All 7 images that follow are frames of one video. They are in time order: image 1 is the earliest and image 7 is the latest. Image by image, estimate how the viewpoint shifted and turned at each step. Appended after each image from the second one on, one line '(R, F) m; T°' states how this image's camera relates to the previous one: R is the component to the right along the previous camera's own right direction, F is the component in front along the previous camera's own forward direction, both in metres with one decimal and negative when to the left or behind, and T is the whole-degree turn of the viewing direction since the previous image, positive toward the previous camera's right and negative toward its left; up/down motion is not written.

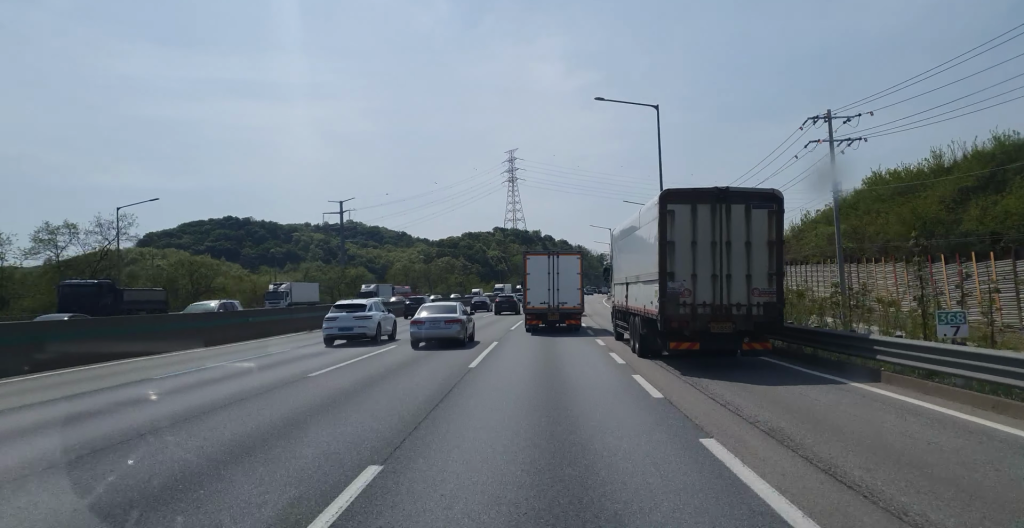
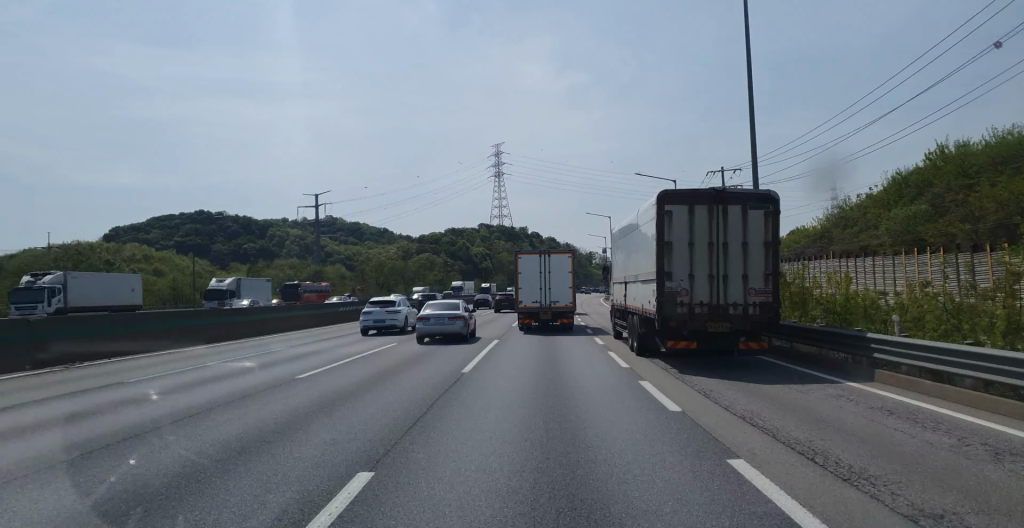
(+0.1, +20.1) m; +1°
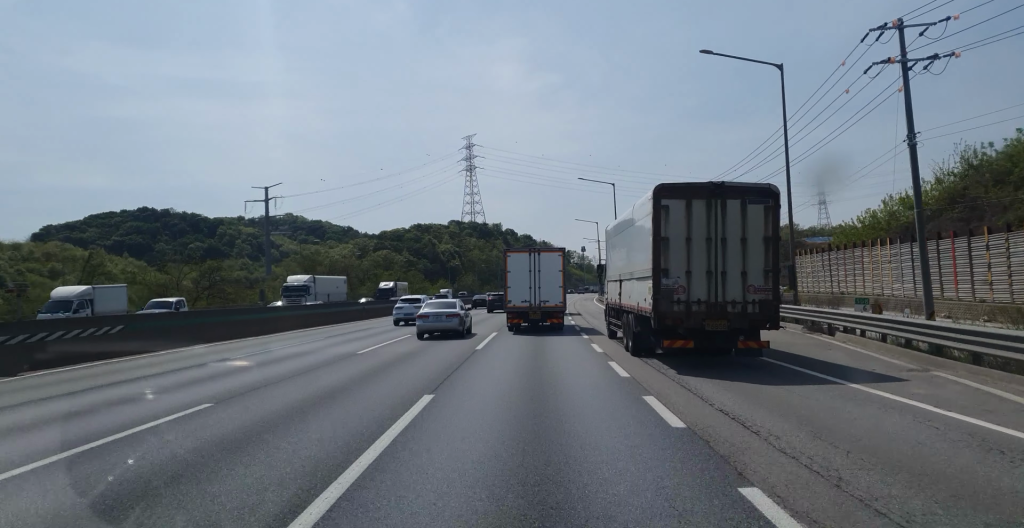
(+1.1, +34.5) m; +2°
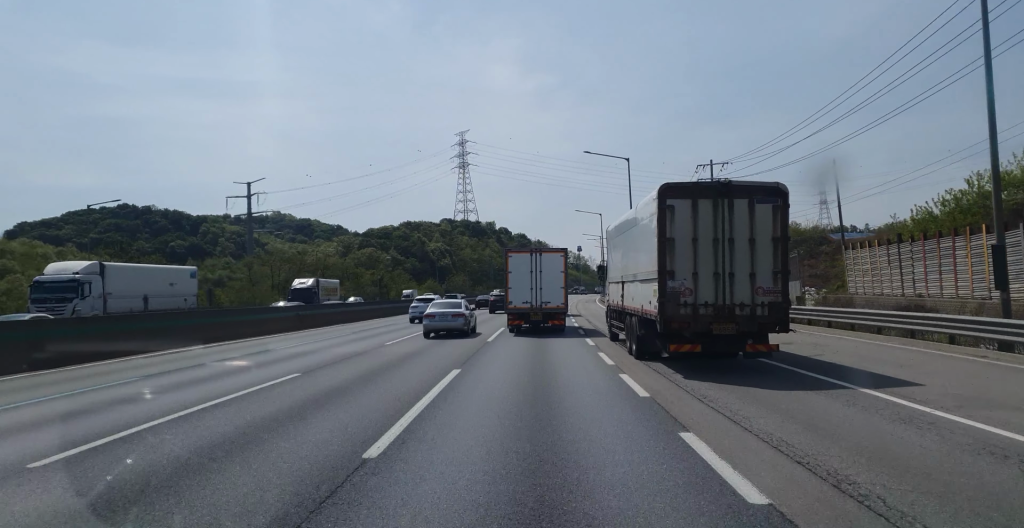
(+0.1, +15.0) m; 0°
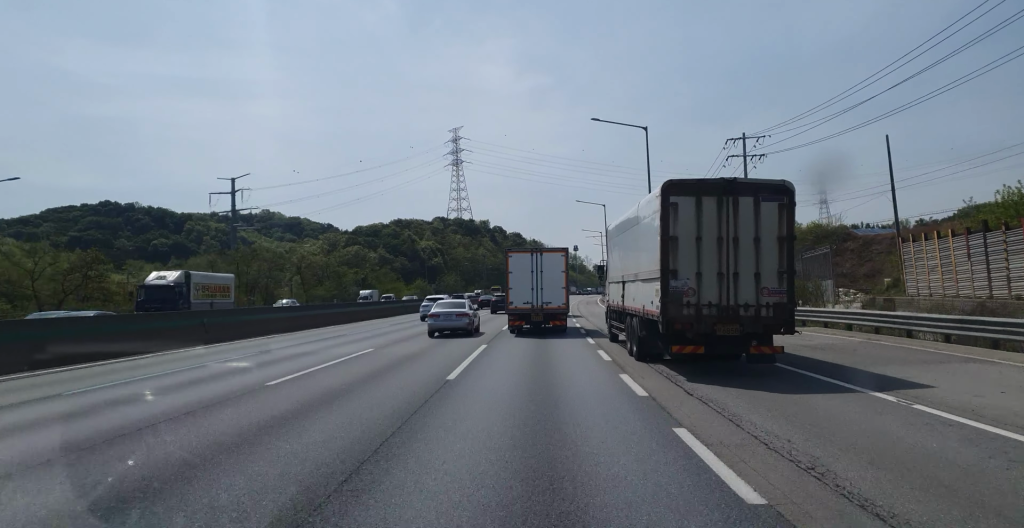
(-0.2, +11.9) m; 0°
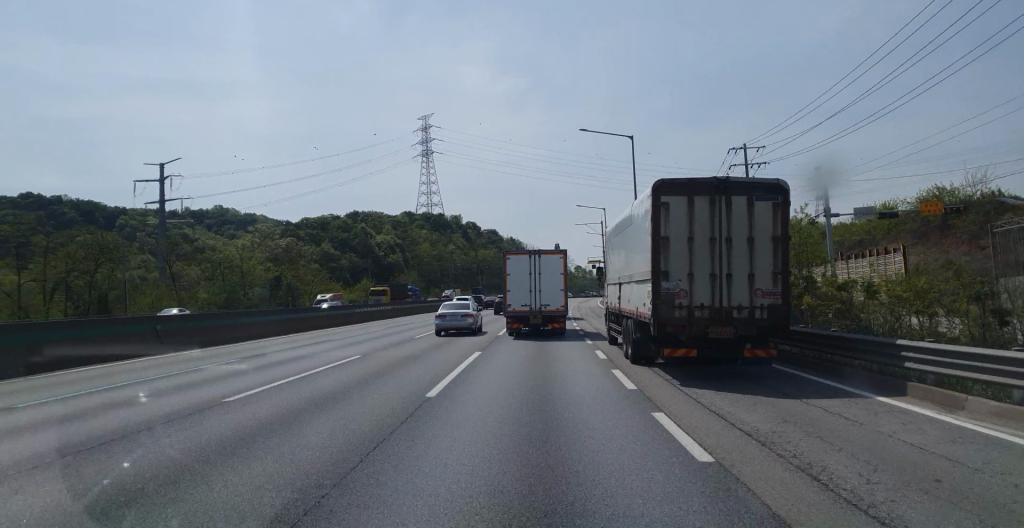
(+0.3, +43.2) m; +1°
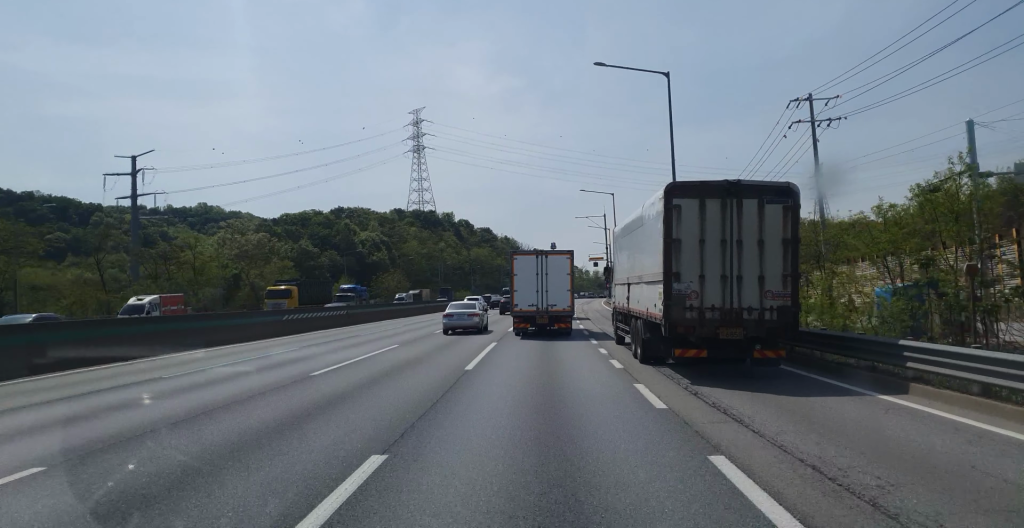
(+0.1, +14.4) m; +1°
